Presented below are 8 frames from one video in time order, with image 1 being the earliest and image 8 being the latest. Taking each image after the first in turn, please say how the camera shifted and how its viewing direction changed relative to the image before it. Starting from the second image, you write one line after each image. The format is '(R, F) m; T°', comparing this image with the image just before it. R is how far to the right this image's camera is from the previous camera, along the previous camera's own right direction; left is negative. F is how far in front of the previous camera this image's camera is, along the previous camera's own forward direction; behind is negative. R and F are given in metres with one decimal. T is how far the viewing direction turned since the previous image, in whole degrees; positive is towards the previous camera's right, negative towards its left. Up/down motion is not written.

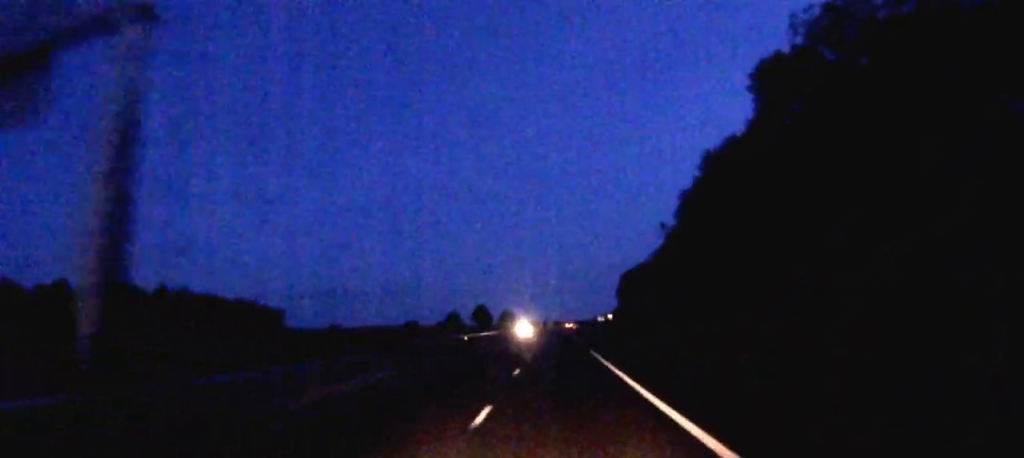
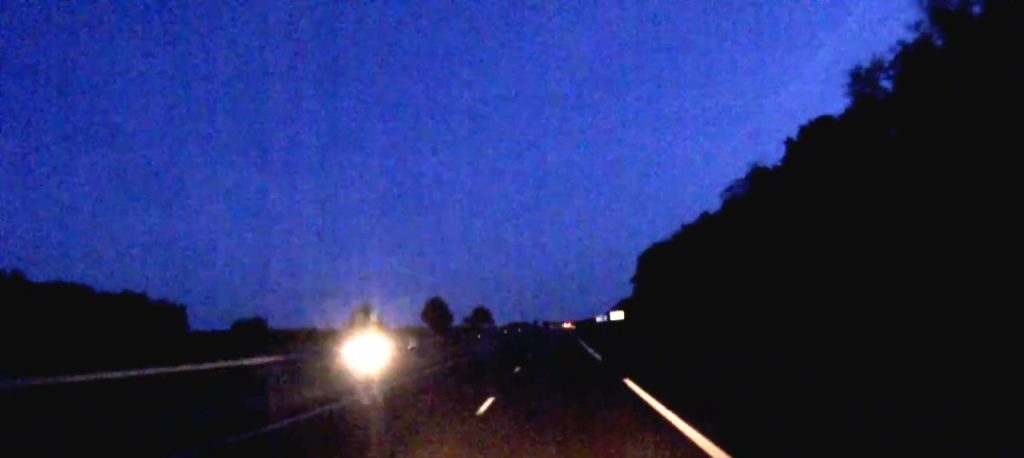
(+0.4, +75.8) m; +1°
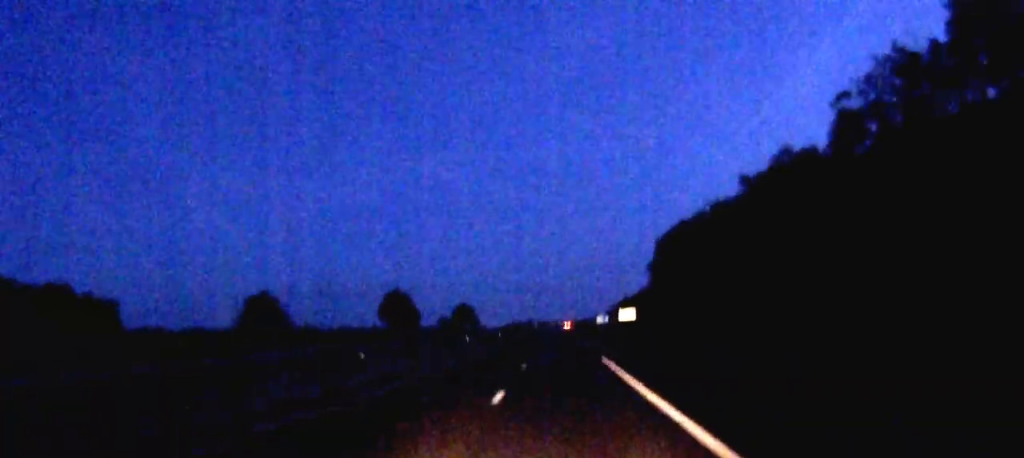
(0.0, +36.7) m; 0°
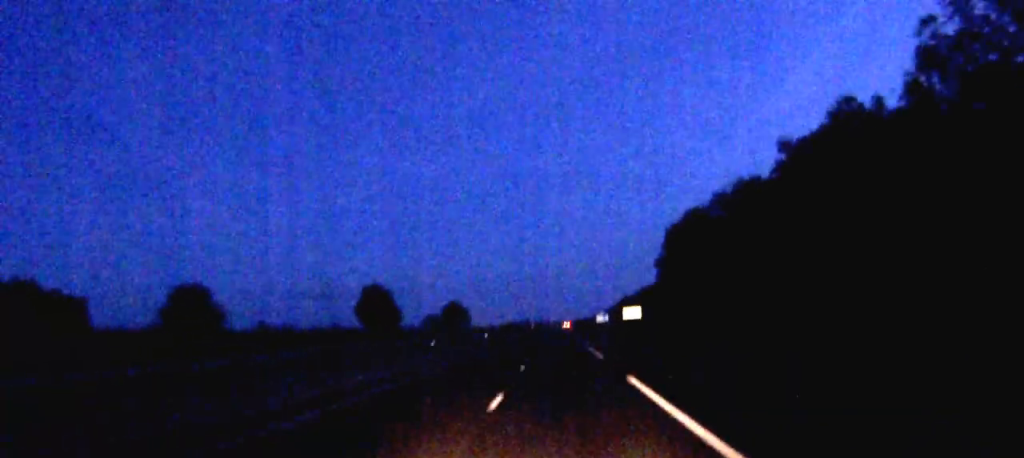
(-0.1, +14.1) m; 0°
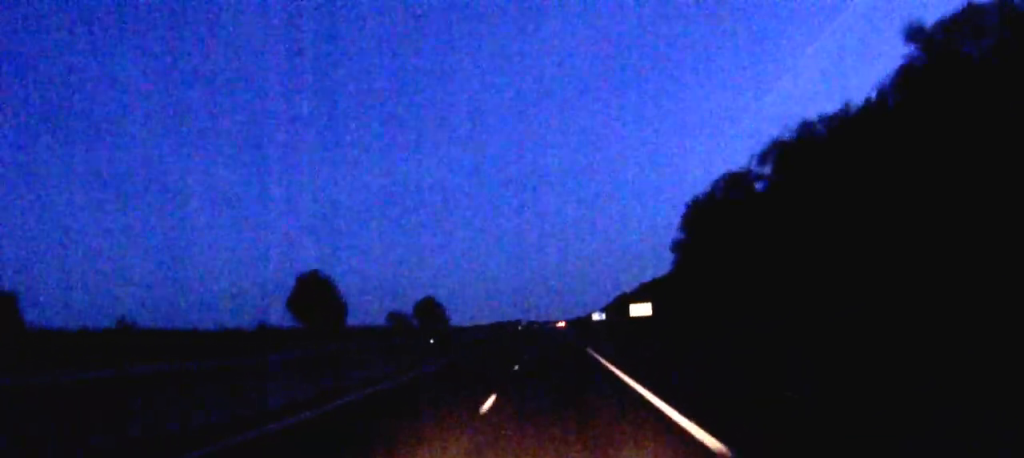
(+0.2, +26.3) m; +1°
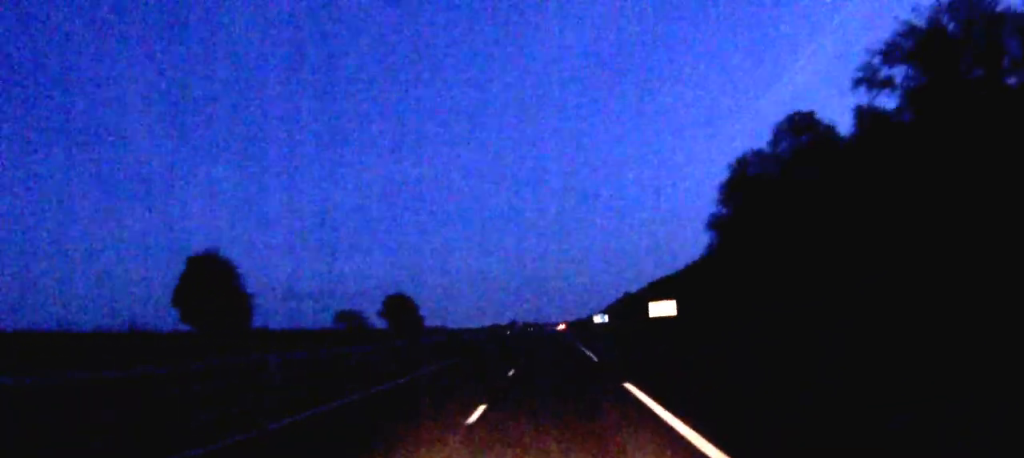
(+0.1, +27.2) m; 0°
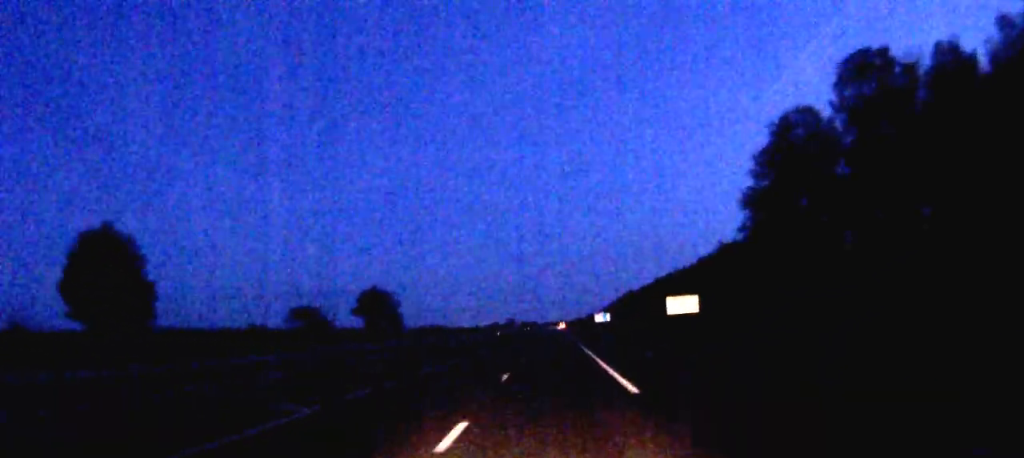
(0.0, +15.9) m; 0°
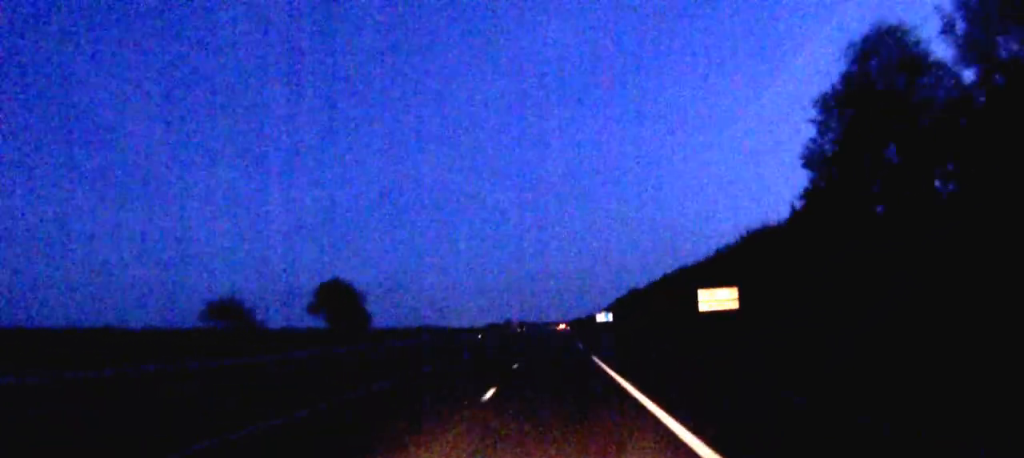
(0.0, +18.7) m; 0°
